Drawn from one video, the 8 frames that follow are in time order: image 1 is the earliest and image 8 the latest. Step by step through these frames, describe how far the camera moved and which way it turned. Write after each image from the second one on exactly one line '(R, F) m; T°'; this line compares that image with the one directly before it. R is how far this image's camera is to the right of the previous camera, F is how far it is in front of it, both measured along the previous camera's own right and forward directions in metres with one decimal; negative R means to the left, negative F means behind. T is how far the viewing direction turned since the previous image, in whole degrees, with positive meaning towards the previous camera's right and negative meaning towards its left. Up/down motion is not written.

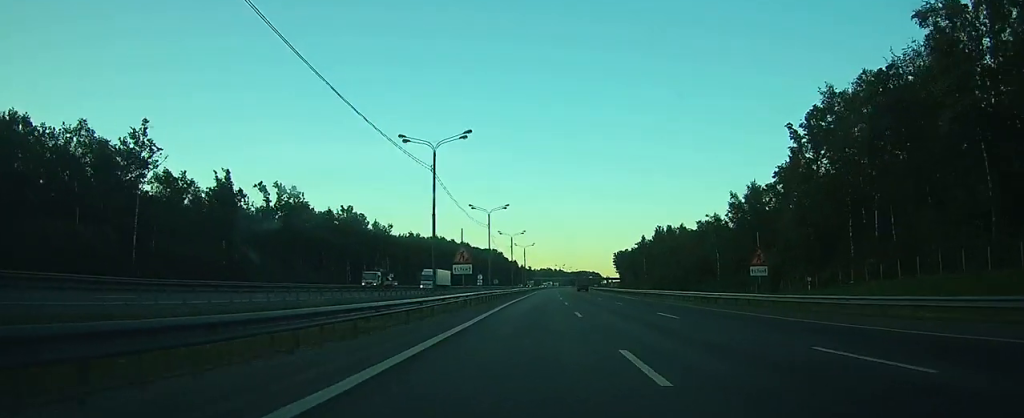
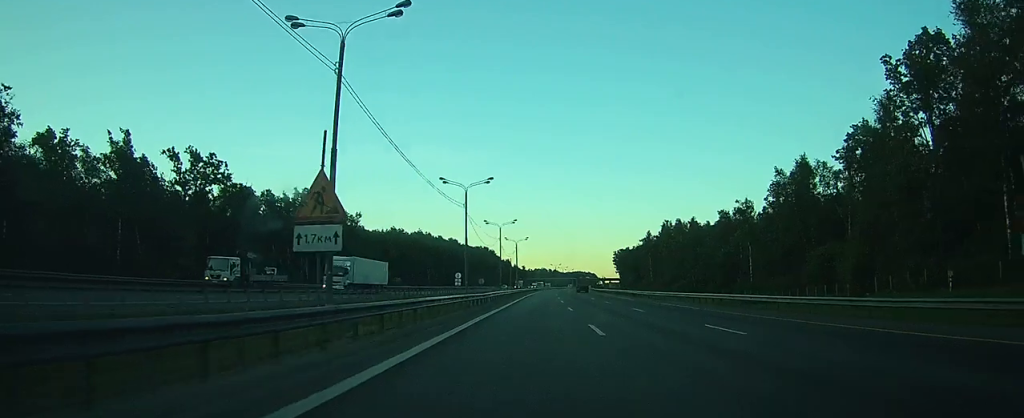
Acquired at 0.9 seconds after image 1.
(+0.1, +24.1) m; +1°
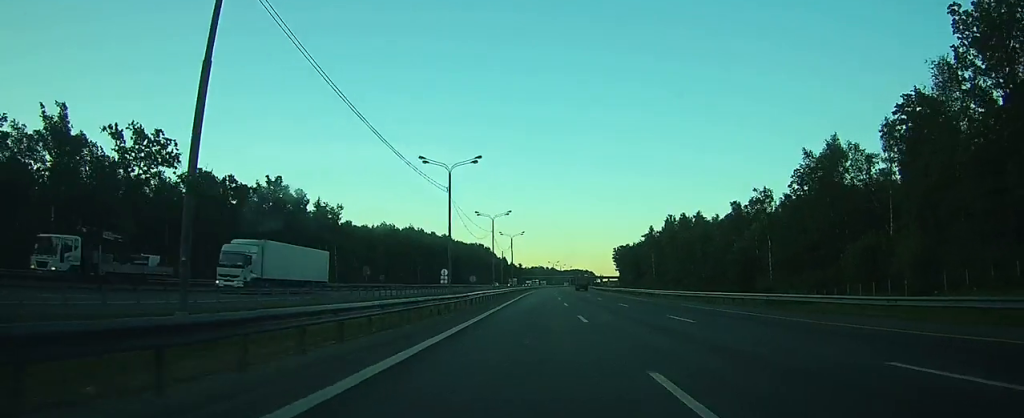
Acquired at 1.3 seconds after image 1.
(0.0, +11.0) m; 0°
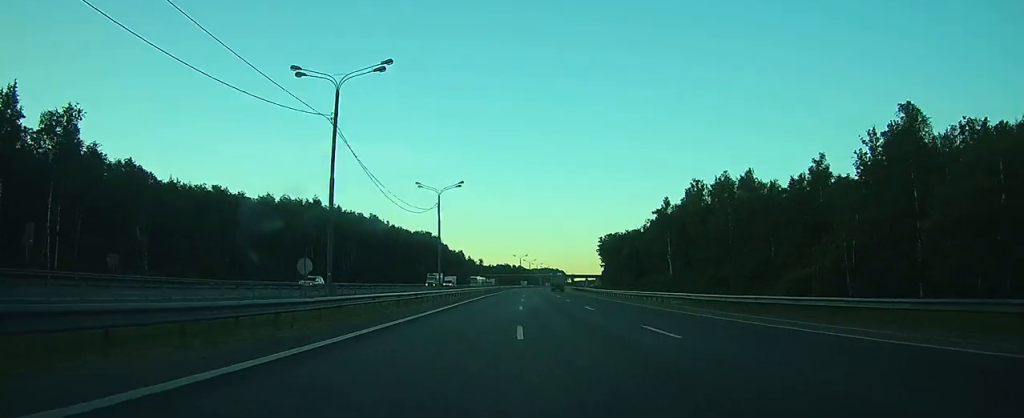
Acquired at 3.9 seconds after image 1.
(+1.5, +71.8) m; +3°
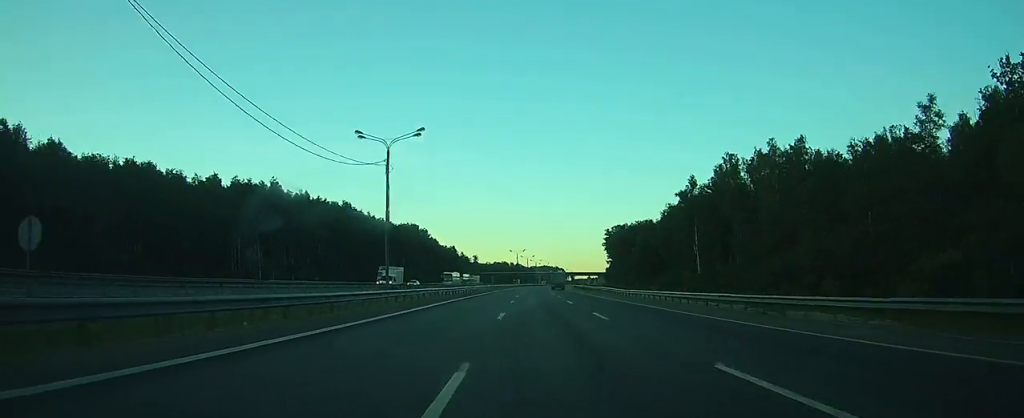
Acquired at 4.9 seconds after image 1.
(+0.3, +26.1) m; +1°
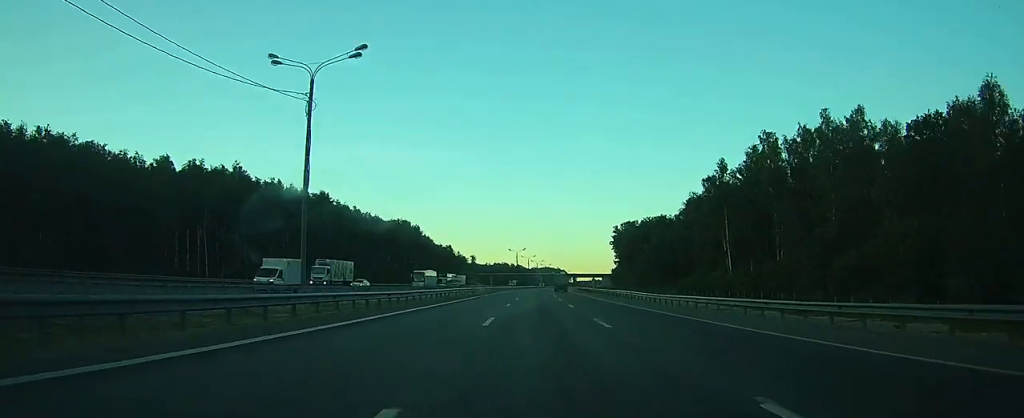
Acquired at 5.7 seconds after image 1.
(+0.1, +18.9) m; 0°
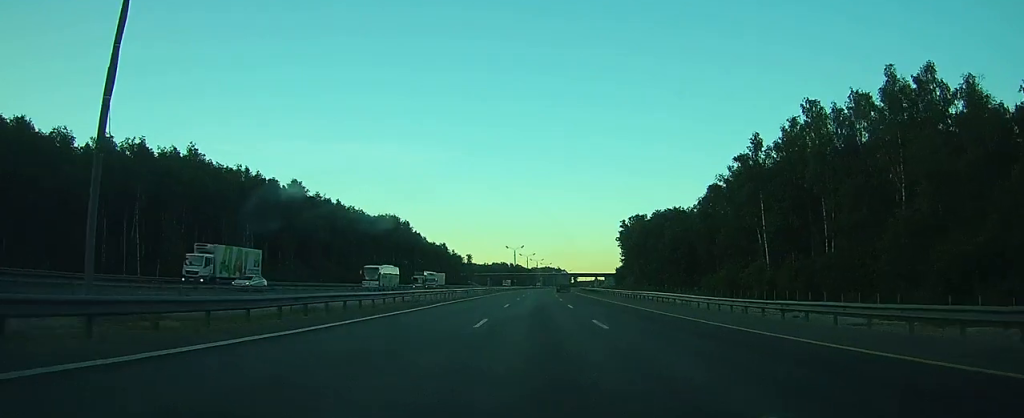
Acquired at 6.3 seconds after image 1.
(-0.1, +16.8) m; 0°
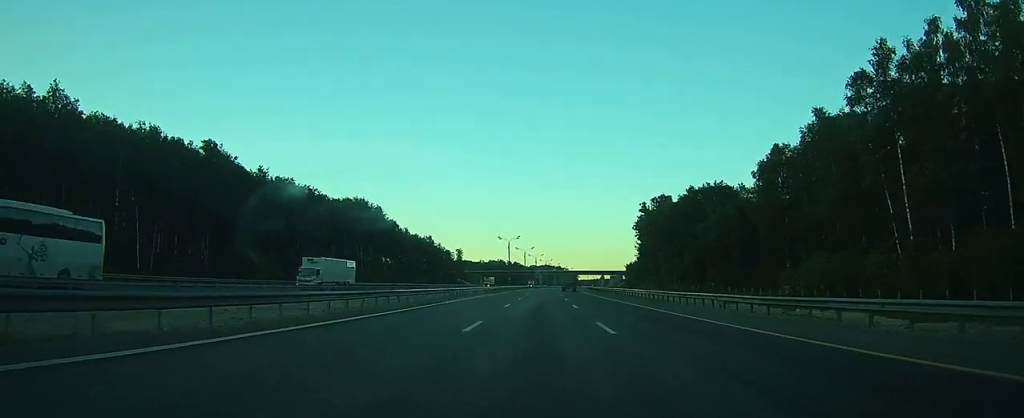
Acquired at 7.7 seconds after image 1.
(-0.1, +34.6) m; 0°
